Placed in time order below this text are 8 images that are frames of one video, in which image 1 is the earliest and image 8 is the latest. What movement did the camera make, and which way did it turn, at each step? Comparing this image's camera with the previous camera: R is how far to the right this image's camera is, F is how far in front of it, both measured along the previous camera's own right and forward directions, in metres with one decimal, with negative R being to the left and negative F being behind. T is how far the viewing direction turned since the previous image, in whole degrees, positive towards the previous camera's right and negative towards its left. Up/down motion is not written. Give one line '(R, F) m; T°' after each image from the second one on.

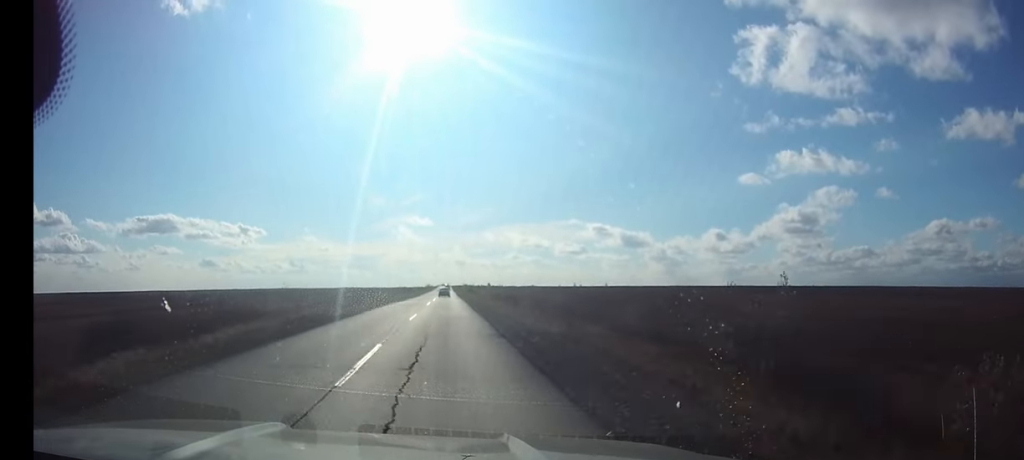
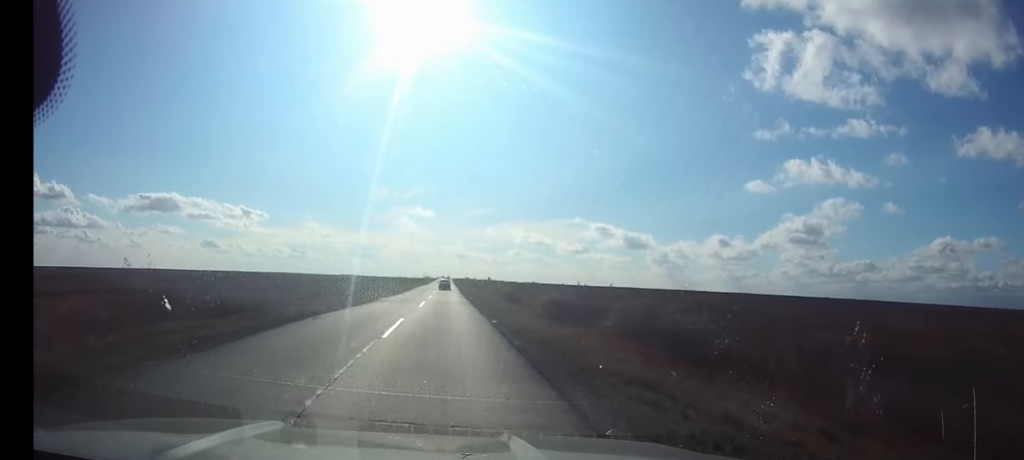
(0.0, +26.9) m; 0°
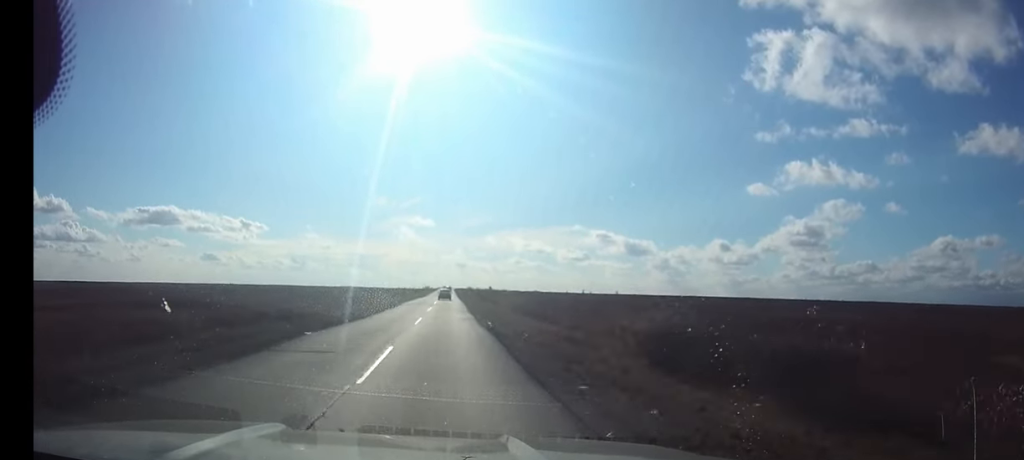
(0.0, +21.5) m; 0°
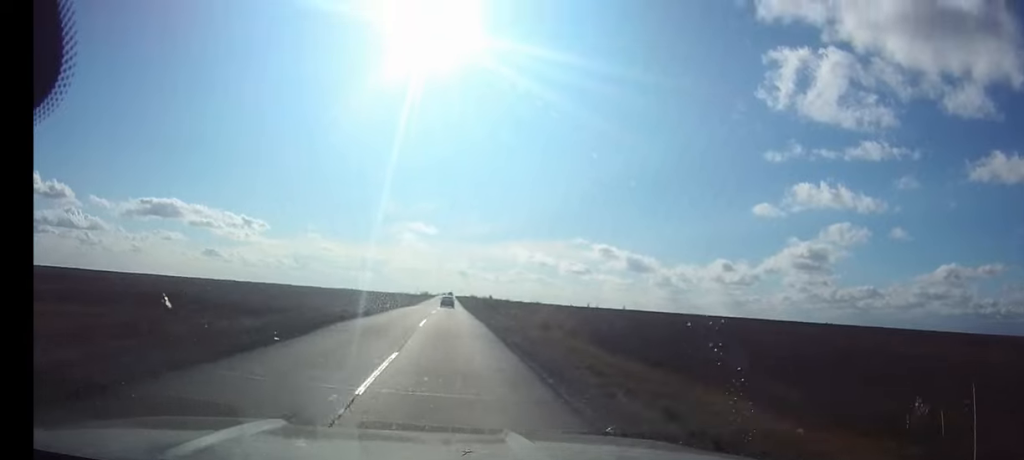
(+0.1, +36.4) m; 0°
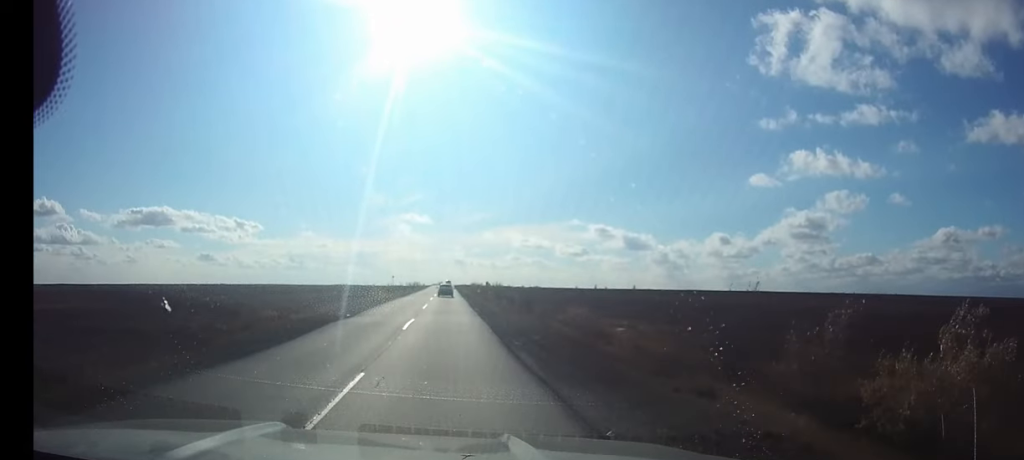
(0.0, +55.2) m; 0°
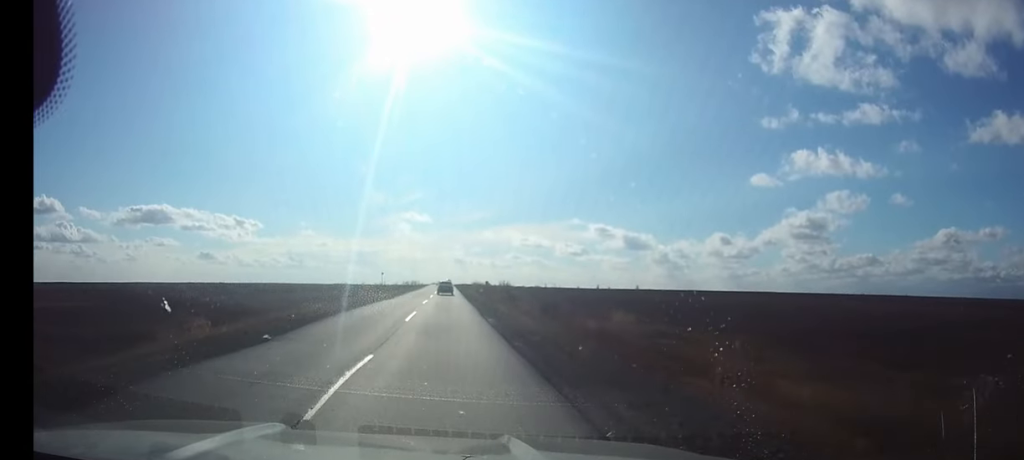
(0.0, +14.0) m; 0°
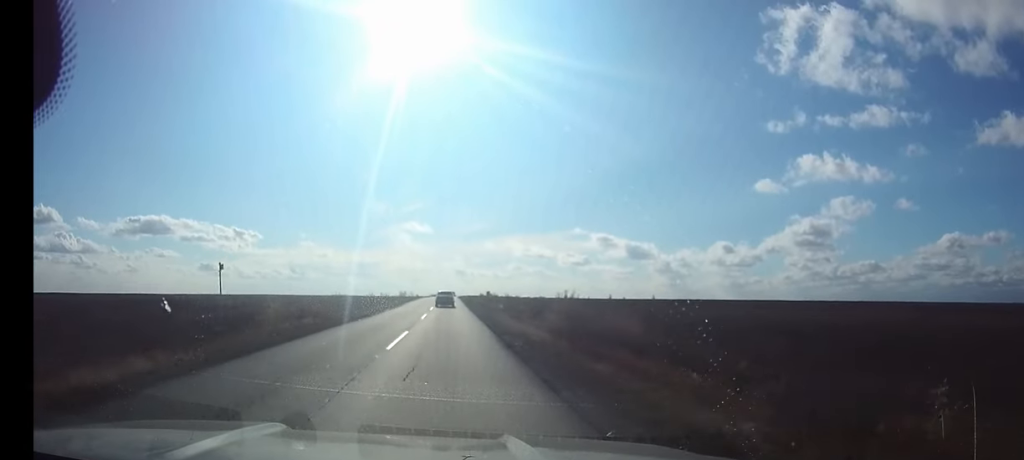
(0.0, +52.7) m; 0°
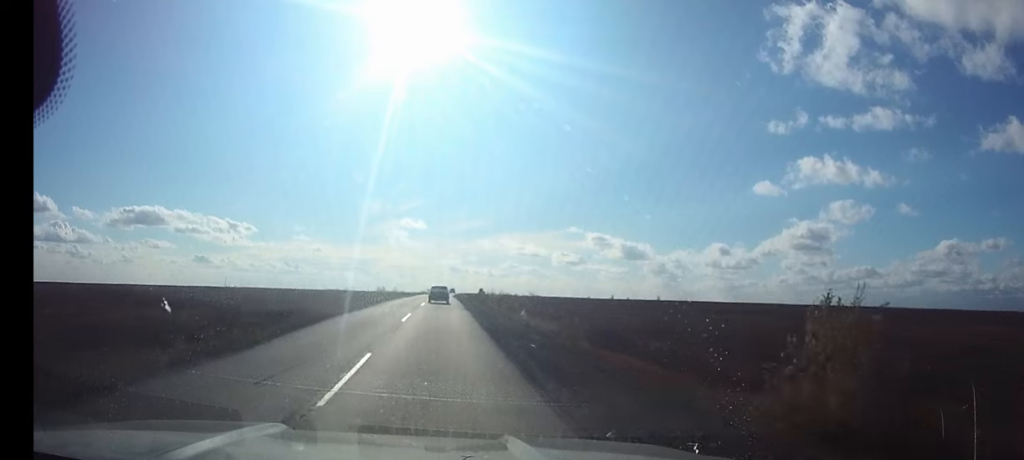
(+0.1, +36.0) m; 0°
